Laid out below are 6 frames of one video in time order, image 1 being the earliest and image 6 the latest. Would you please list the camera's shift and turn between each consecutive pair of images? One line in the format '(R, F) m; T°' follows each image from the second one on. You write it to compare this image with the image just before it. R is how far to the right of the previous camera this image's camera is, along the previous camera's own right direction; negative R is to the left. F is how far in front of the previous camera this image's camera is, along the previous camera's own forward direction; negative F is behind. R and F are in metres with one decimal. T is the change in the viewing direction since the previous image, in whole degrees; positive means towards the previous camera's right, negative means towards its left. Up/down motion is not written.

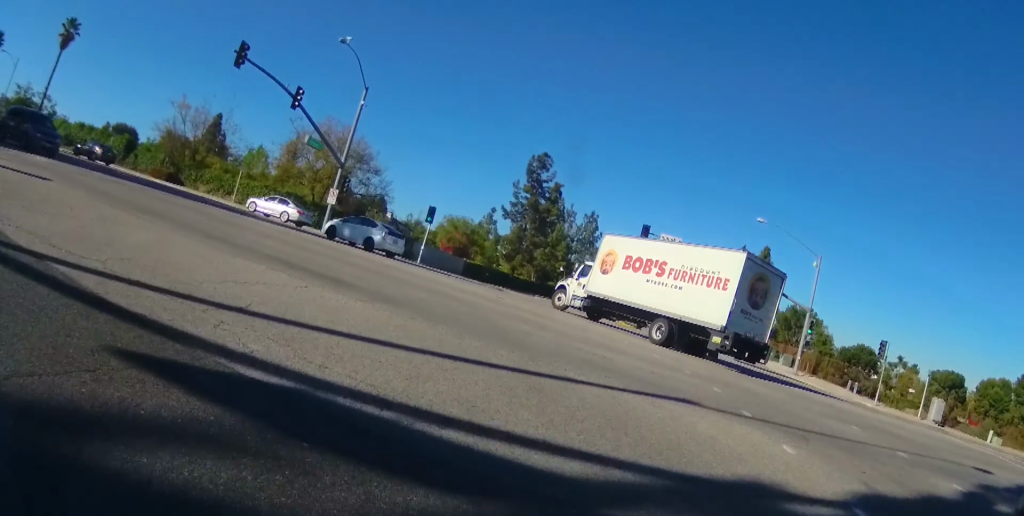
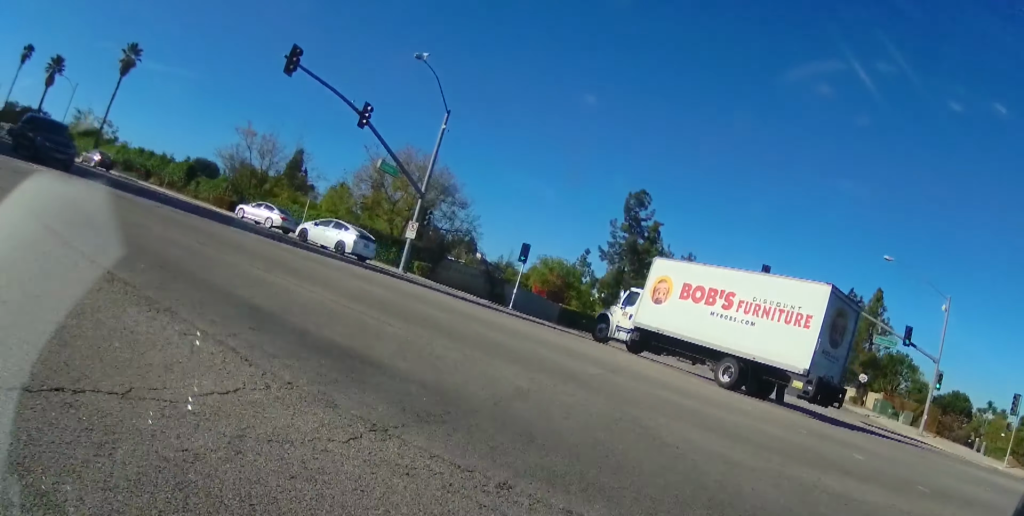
(-0.4, +5.0) m; -9°
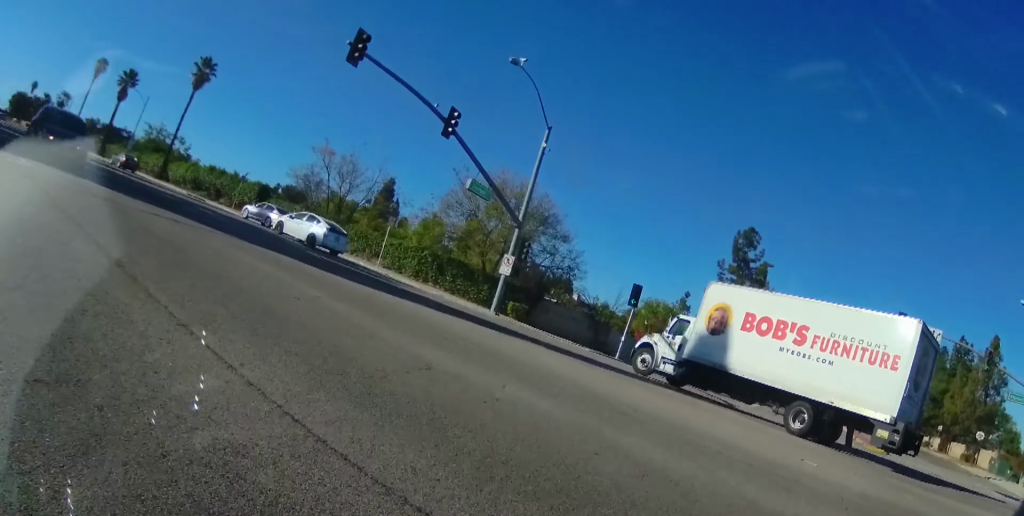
(-0.3, +4.9) m; -9°
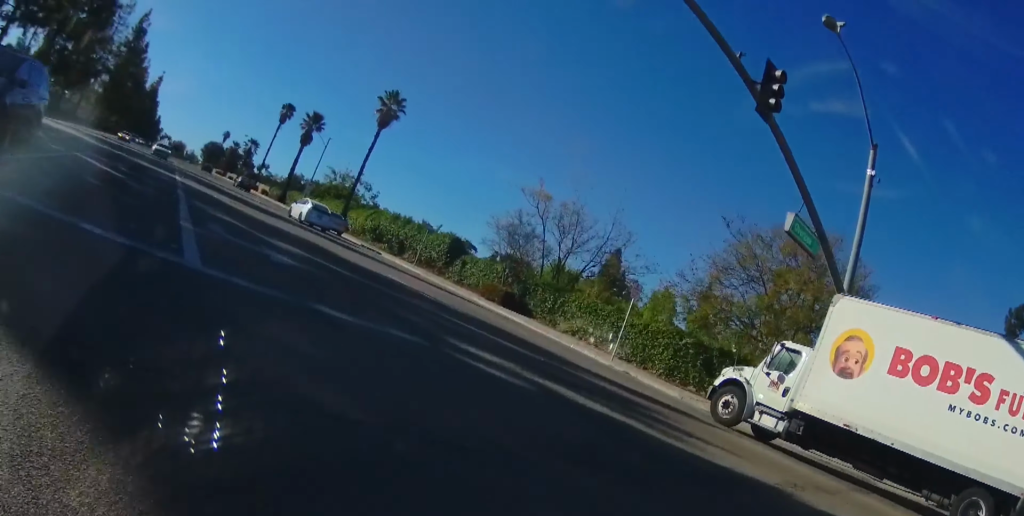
(-2.5, +12.2) m; -23°
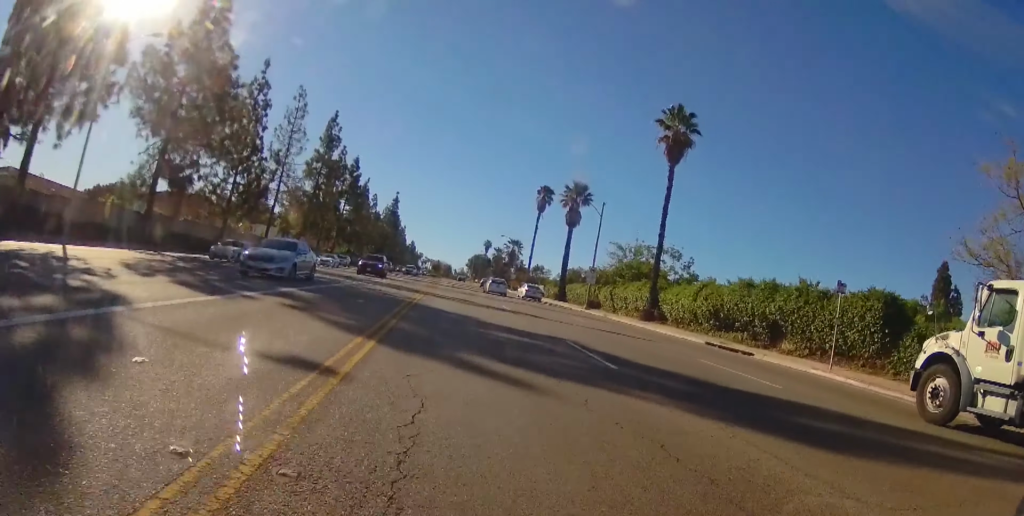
(-4.5, +20.0) m; -19°
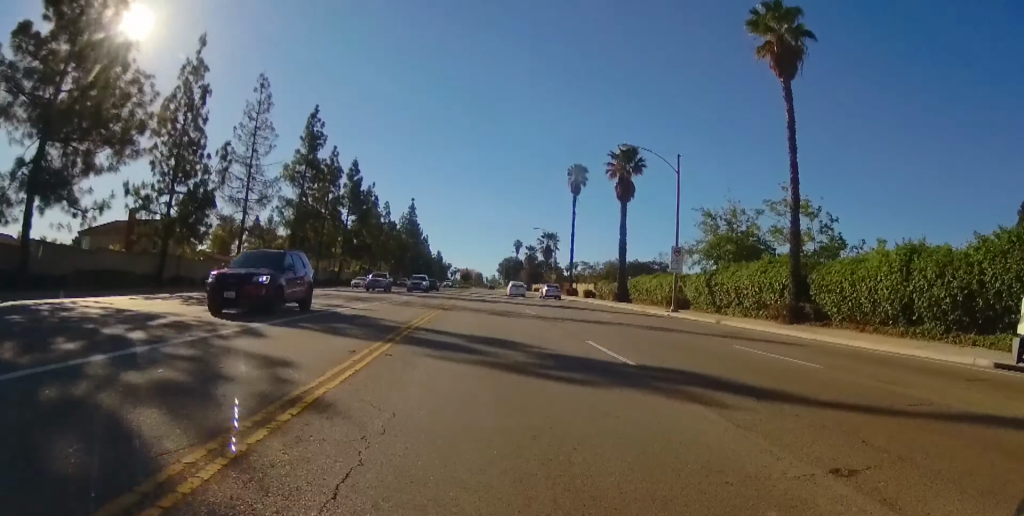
(-0.6, +16.4) m; -4°
